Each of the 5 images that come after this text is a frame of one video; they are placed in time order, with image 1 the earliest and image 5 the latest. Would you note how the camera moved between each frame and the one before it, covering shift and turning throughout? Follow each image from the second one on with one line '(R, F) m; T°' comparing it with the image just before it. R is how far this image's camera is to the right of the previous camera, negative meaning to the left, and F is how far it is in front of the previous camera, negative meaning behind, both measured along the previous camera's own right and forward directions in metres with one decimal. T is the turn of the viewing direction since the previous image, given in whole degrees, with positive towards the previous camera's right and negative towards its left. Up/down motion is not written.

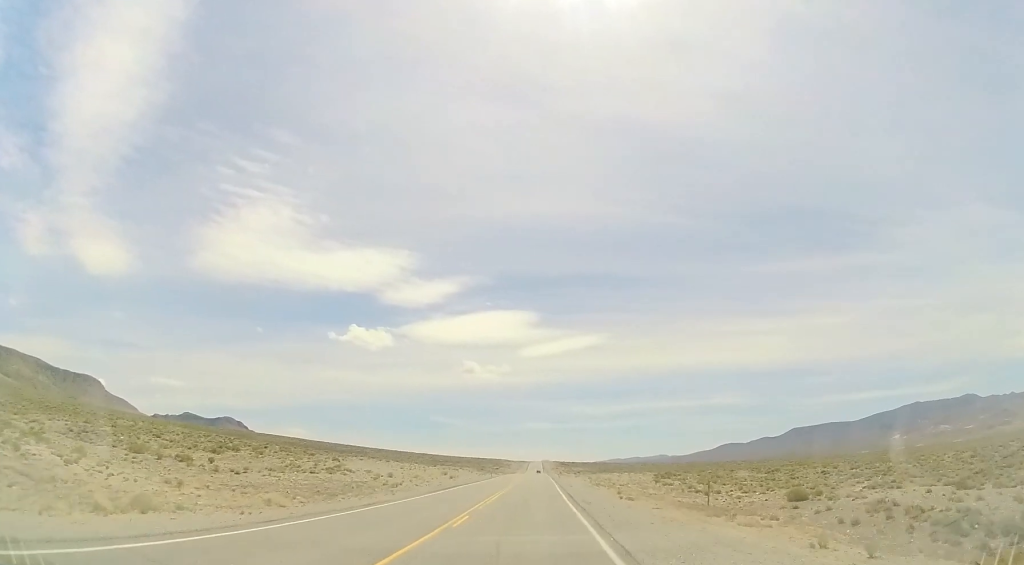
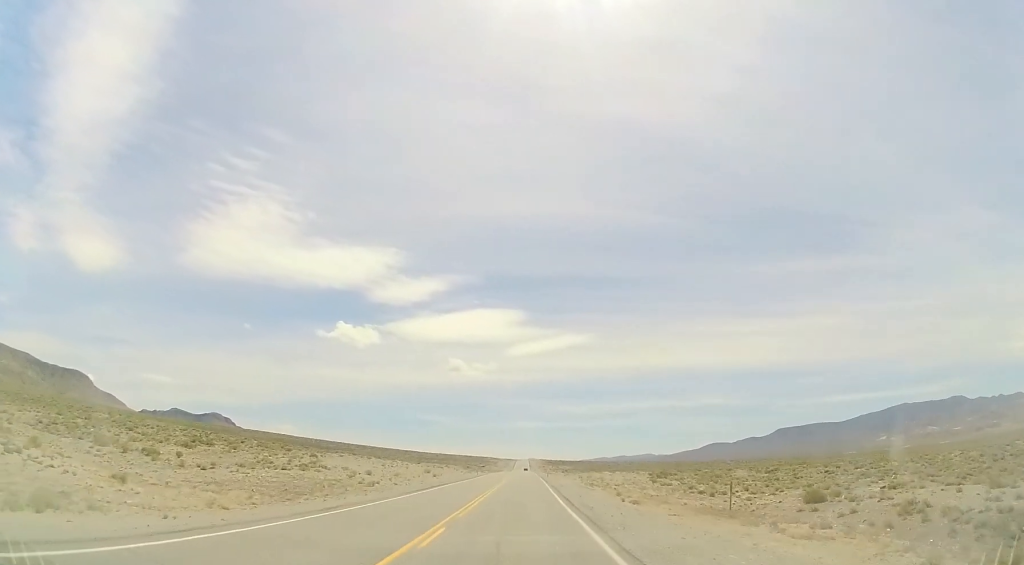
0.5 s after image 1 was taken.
(-0.1, +3.6) m; +1°
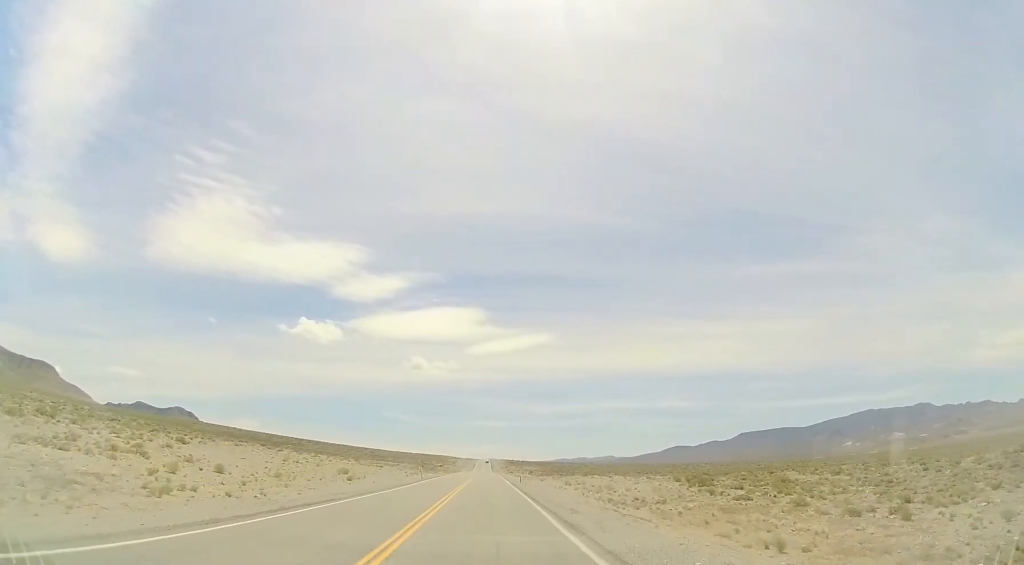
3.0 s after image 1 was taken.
(+2.0, +22.4) m; +7°
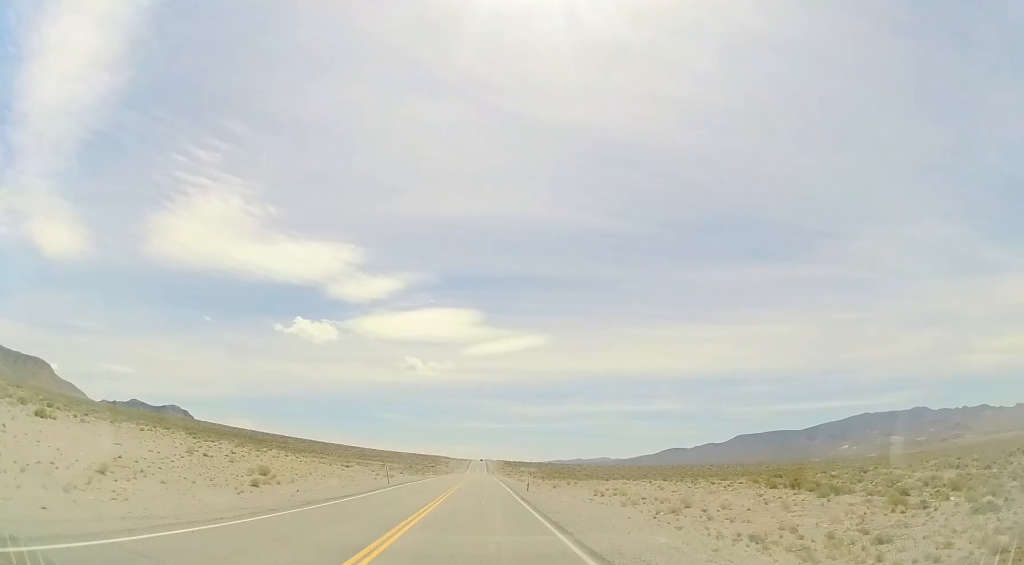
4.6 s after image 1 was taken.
(+0.2, +17.3) m; +2°
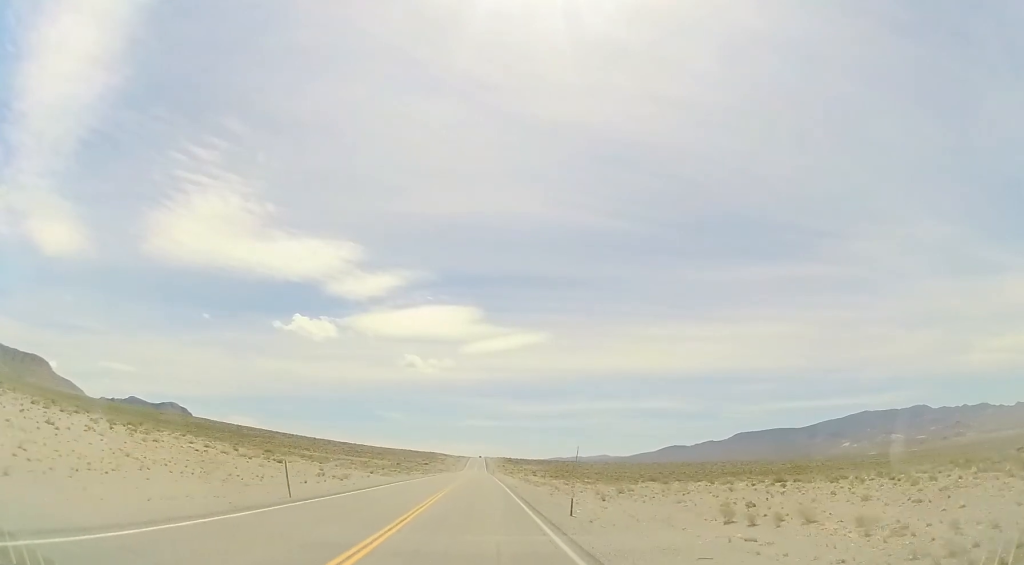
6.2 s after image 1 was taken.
(-0.5, +21.7) m; -1°
